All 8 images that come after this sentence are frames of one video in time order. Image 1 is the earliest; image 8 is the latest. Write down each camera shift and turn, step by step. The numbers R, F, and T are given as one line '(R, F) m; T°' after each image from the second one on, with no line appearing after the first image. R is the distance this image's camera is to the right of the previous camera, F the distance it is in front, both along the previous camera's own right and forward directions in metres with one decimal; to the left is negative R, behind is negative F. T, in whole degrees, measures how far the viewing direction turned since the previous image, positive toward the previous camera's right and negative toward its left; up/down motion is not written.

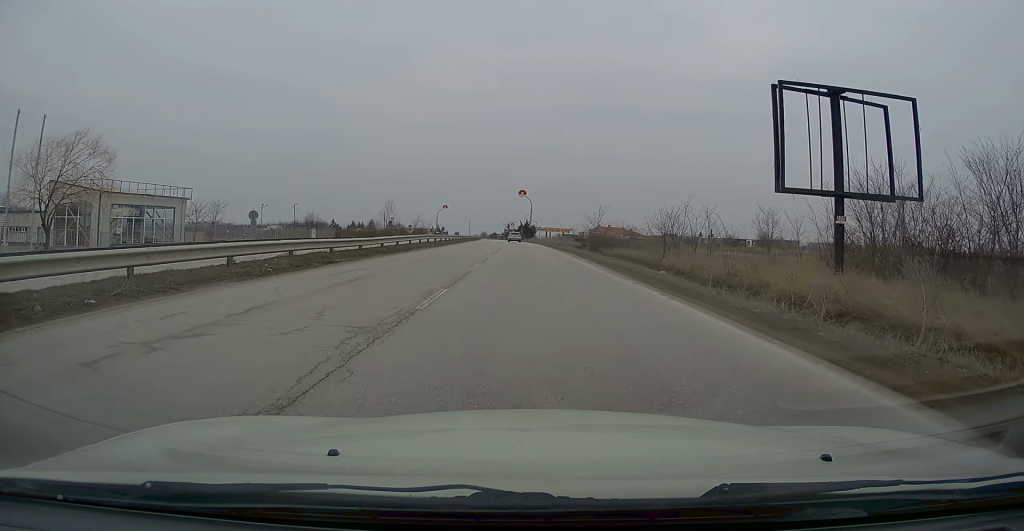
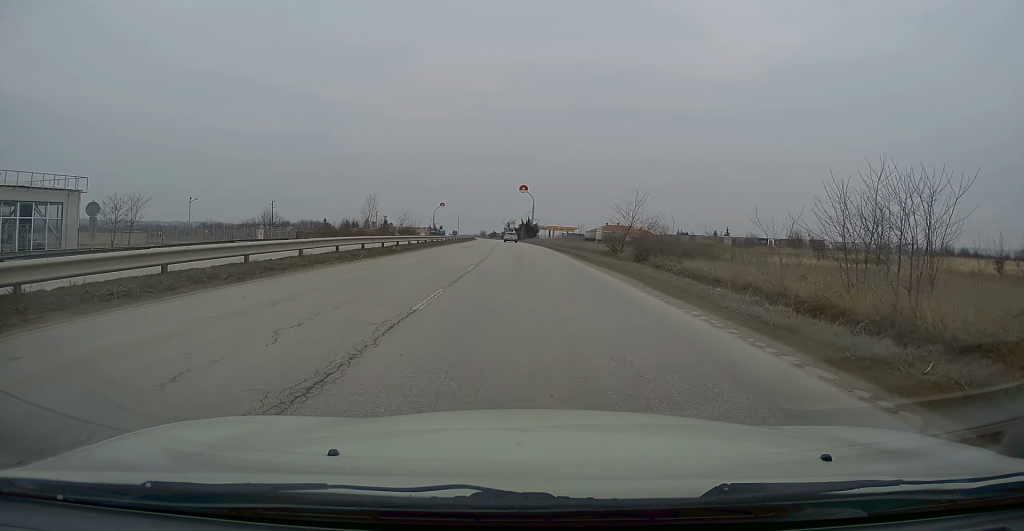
(+0.1, +18.1) m; +1°
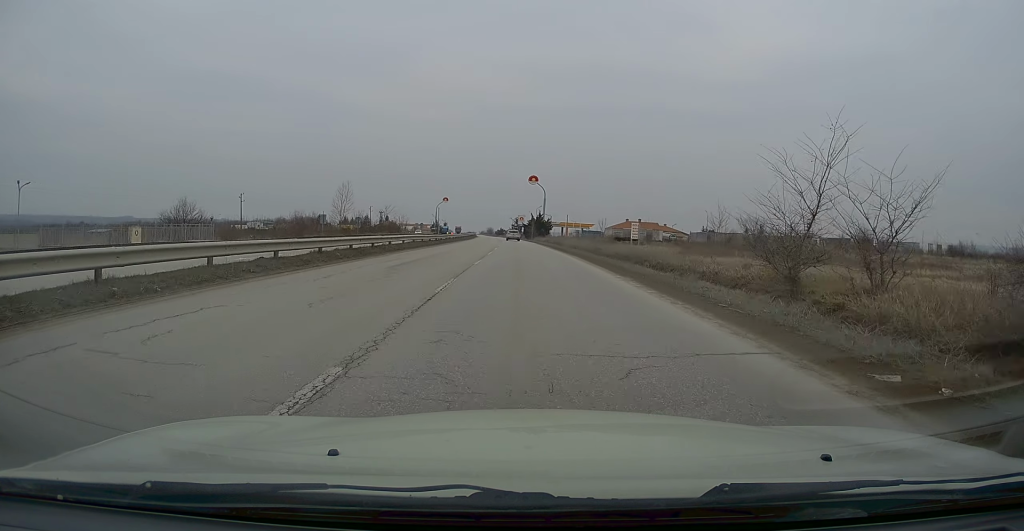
(+0.1, +24.7) m; 0°
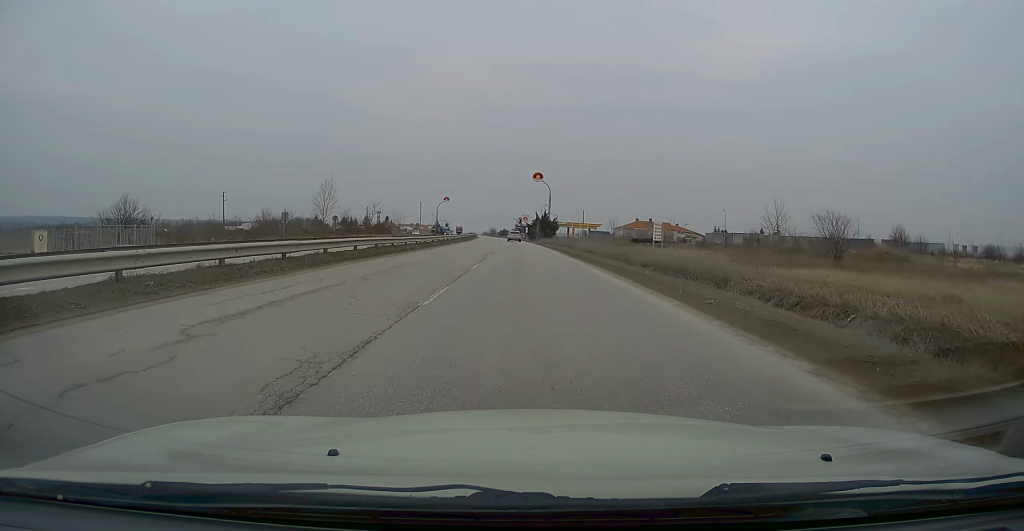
(-0.1, +10.8) m; 0°
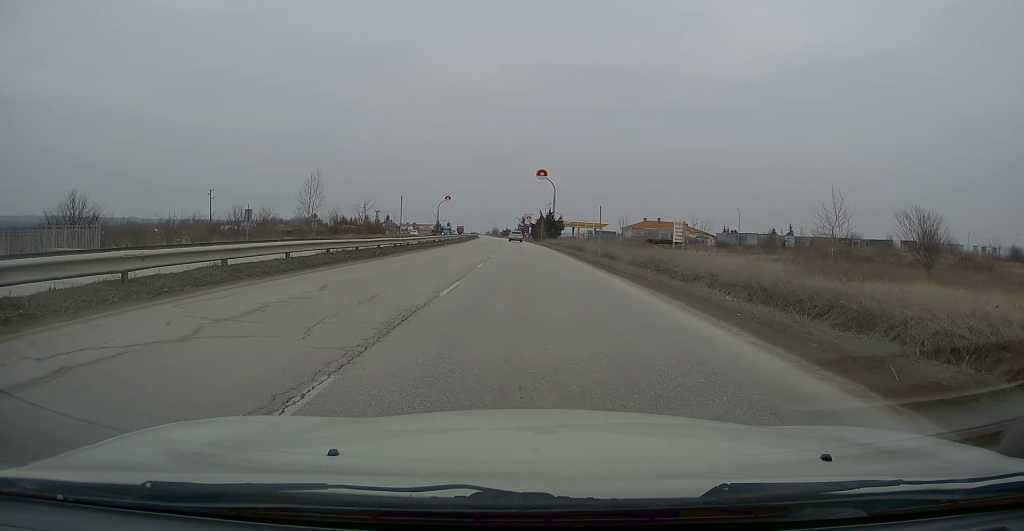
(-0.1, +7.4) m; 0°
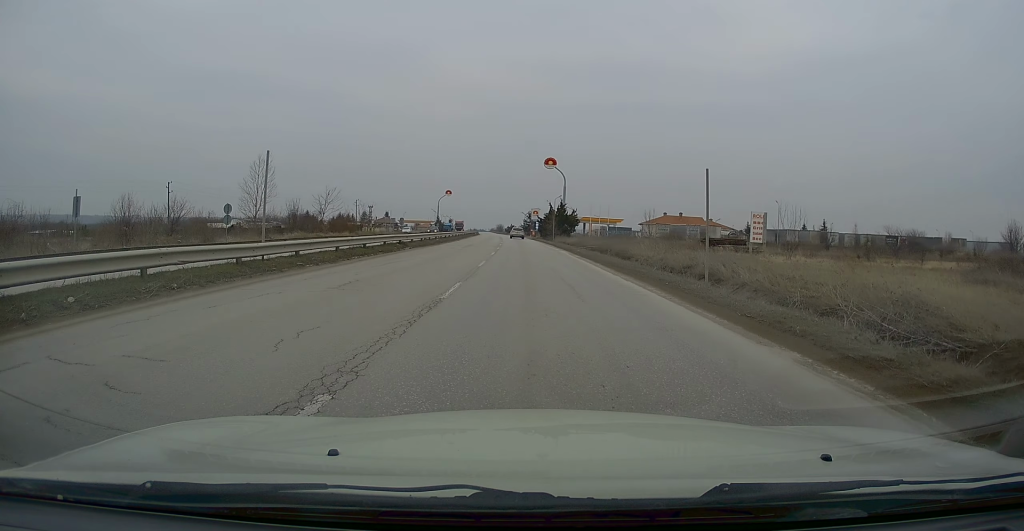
(0.0, +18.5) m; -1°
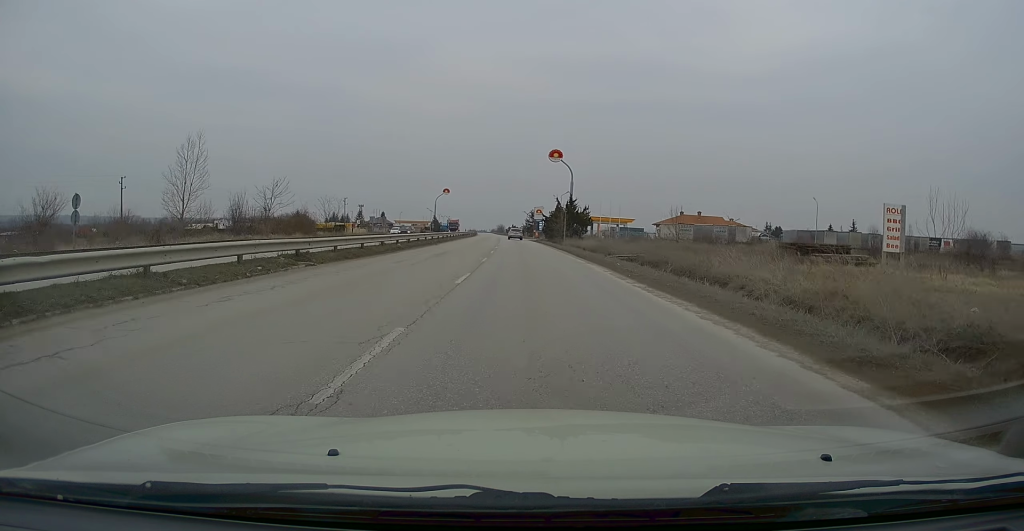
(-0.4, +15.1) m; -1°
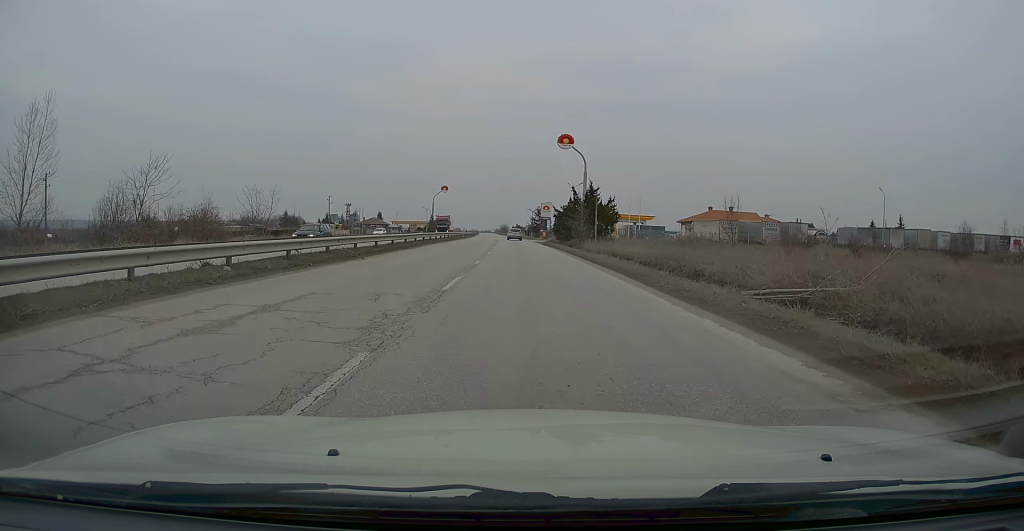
(+0.2, +19.5) m; +1°
